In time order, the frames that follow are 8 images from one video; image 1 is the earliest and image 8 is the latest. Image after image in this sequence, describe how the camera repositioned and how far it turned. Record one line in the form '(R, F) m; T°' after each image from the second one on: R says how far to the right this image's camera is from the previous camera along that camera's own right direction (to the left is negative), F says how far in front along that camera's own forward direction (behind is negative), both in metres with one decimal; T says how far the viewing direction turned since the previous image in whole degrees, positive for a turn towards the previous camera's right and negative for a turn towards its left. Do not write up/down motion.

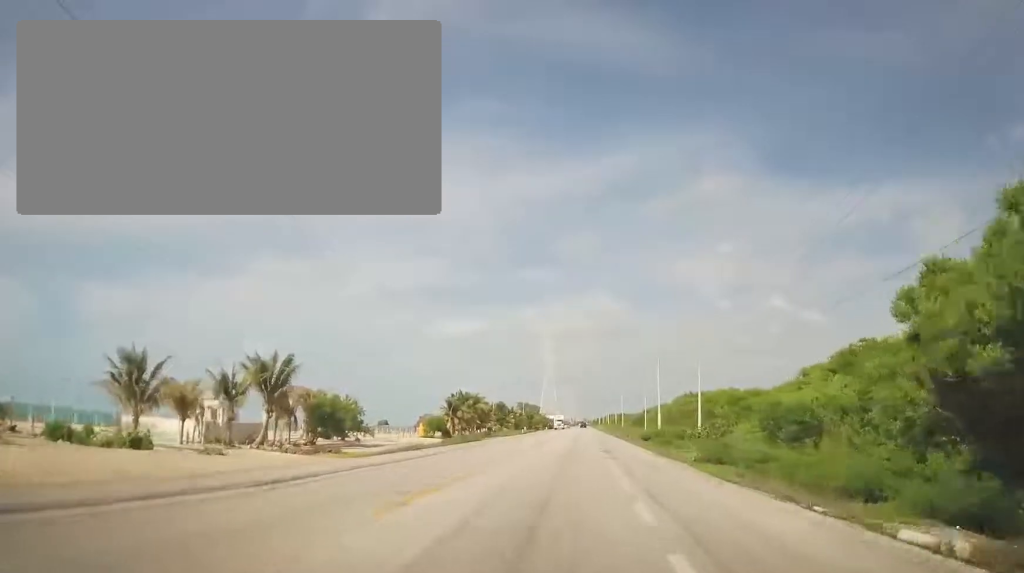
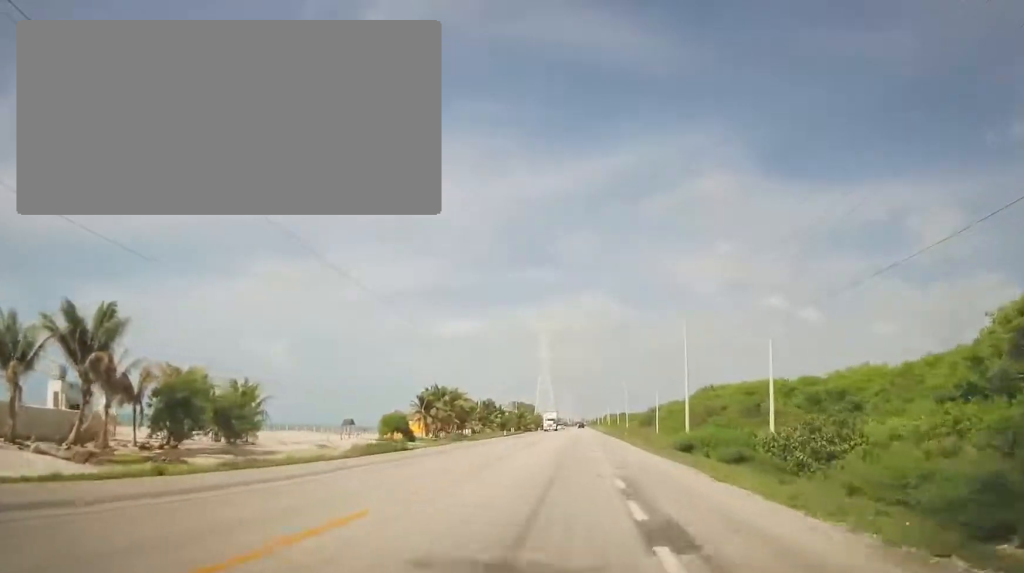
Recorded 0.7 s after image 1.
(+0.2, +20.3) m; +1°
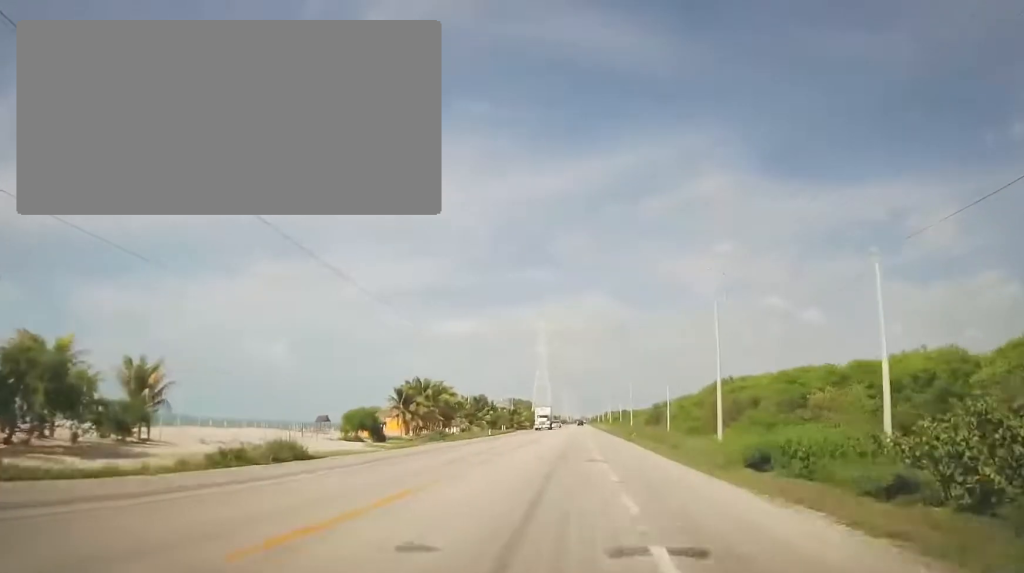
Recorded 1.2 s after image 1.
(0.0, +12.2) m; 0°
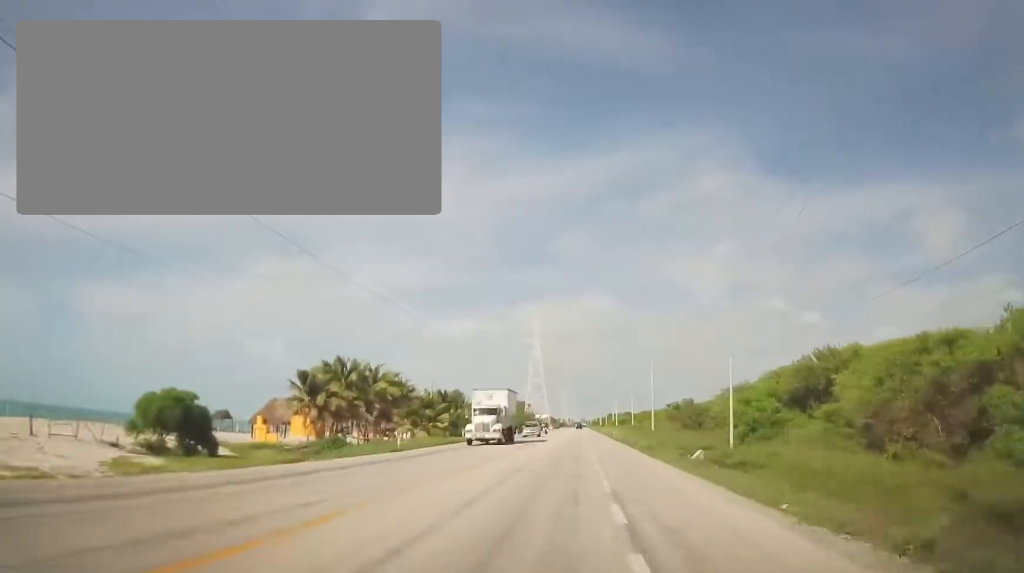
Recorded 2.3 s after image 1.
(-0.1, +32.8) m; -1°
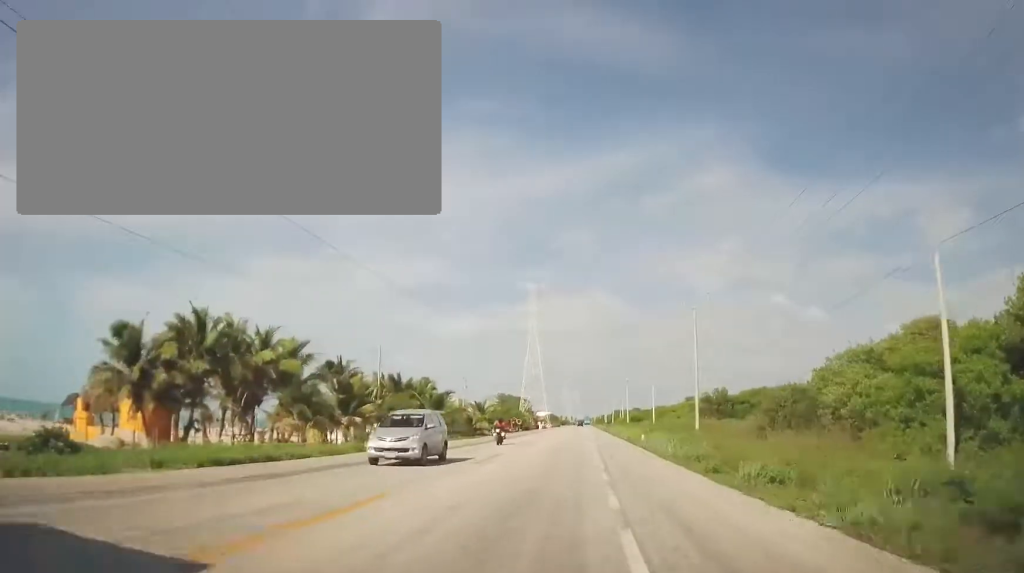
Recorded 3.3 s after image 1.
(-0.3, +27.2) m; -1°
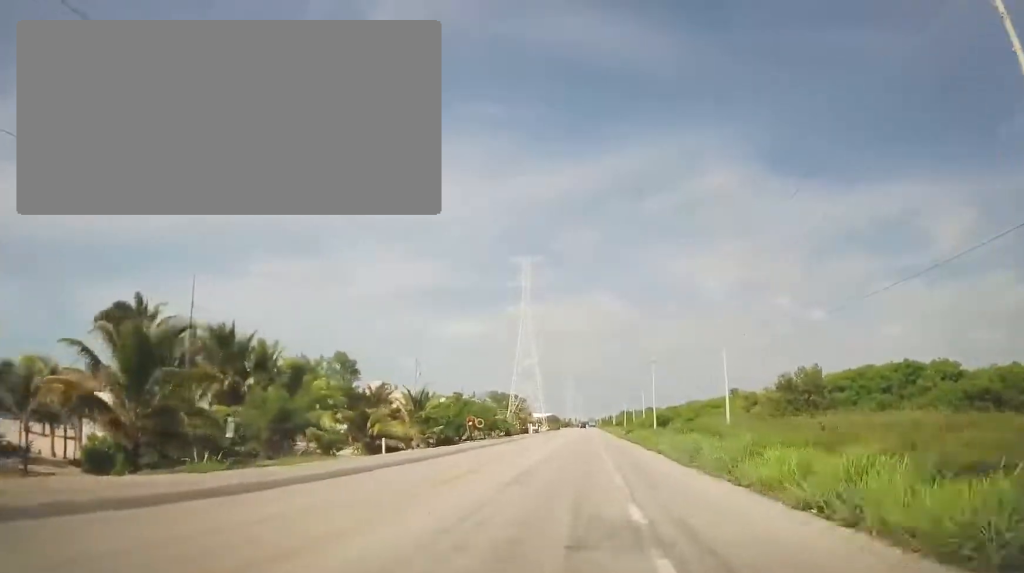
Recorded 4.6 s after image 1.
(-0.7, +38.3) m; -1°
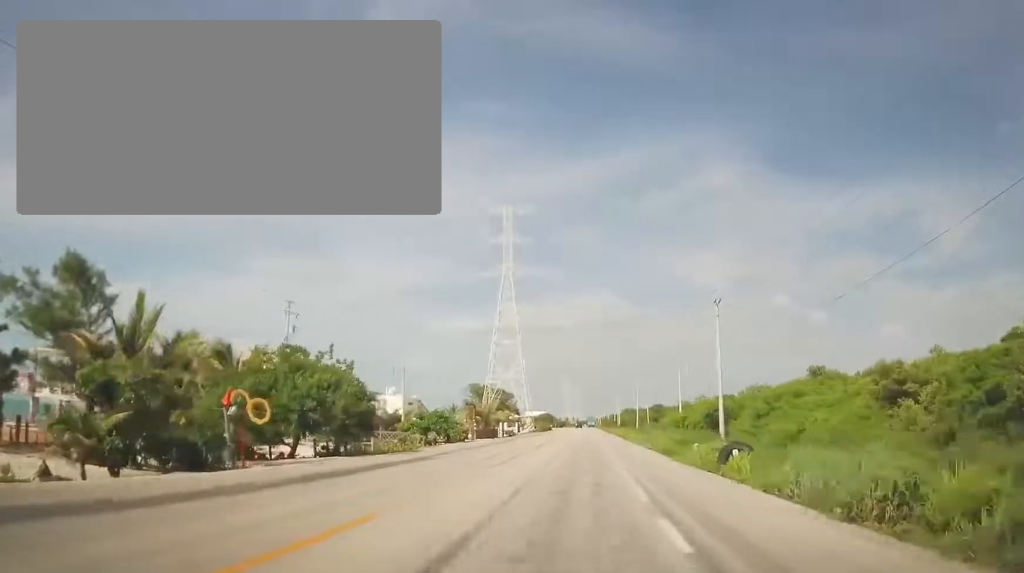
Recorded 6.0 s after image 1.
(+0.5, +38.5) m; +1°
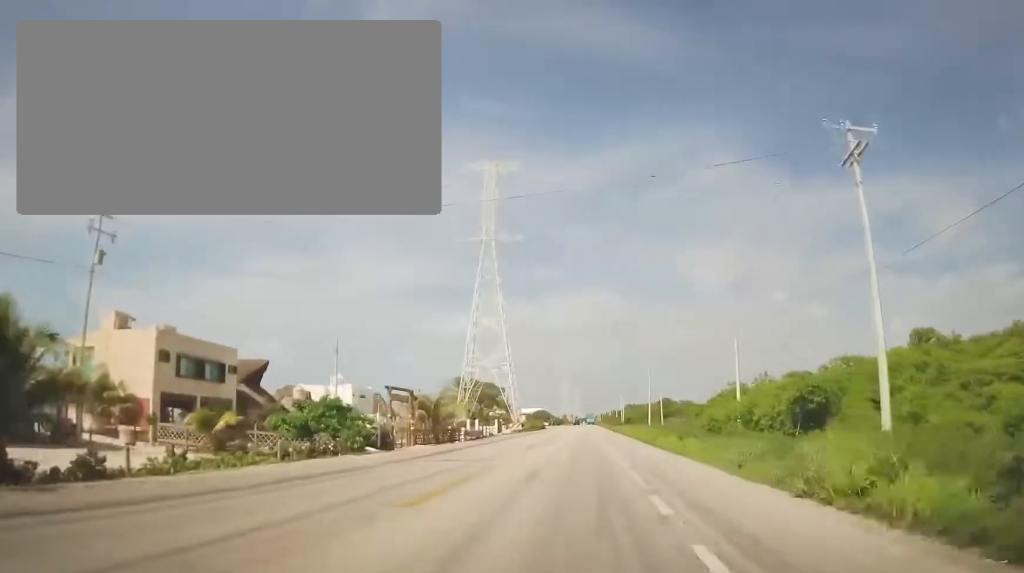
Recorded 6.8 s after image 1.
(0.0, +22.4) m; -1°
